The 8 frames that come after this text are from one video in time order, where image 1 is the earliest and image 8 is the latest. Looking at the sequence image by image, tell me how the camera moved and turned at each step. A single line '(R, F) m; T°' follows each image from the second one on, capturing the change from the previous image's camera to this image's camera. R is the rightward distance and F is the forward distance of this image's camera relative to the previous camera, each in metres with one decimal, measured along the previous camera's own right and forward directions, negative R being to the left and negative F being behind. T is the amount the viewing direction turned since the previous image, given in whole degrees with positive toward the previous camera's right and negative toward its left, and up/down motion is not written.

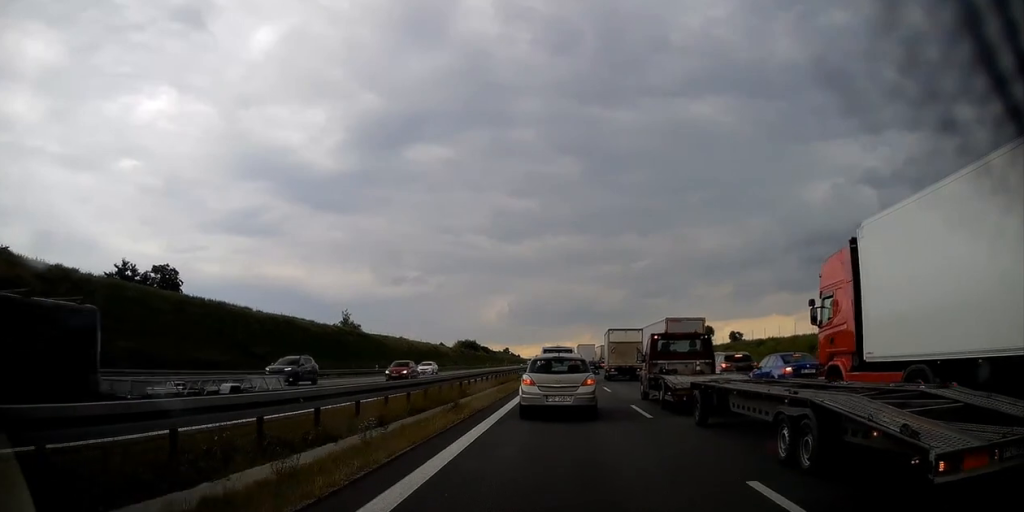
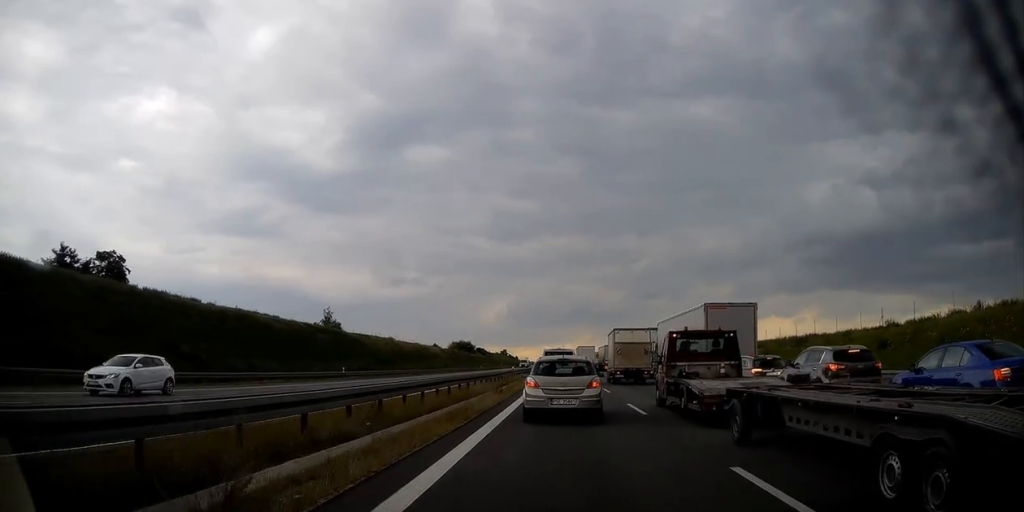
(0.0, +11.1) m; 0°
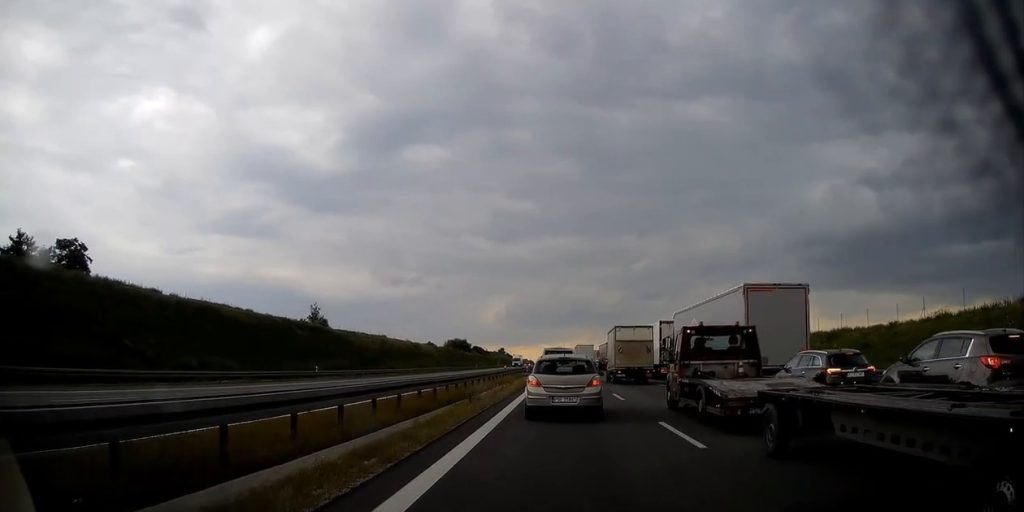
(0.0, +7.2) m; 0°
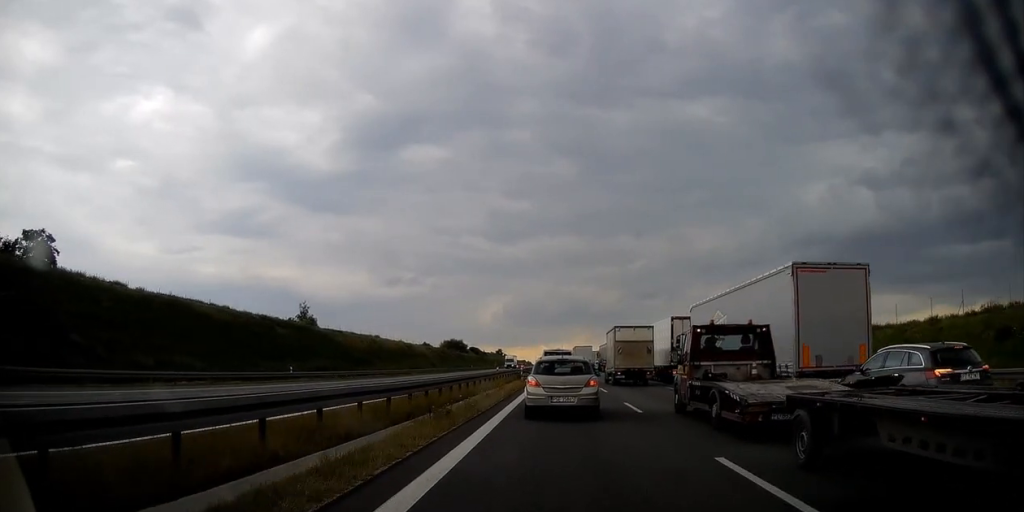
(0.0, +6.1) m; 0°
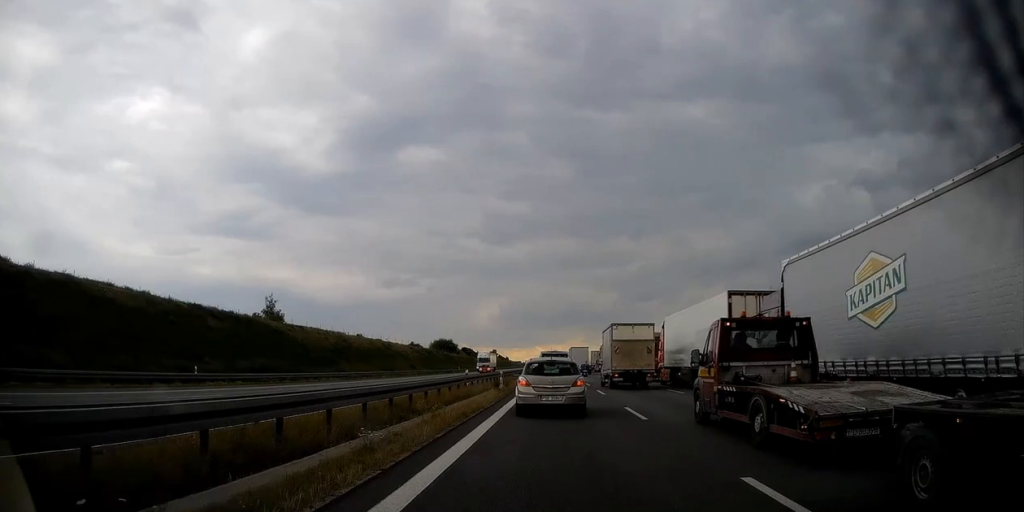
(0.0, +17.3) m; 0°
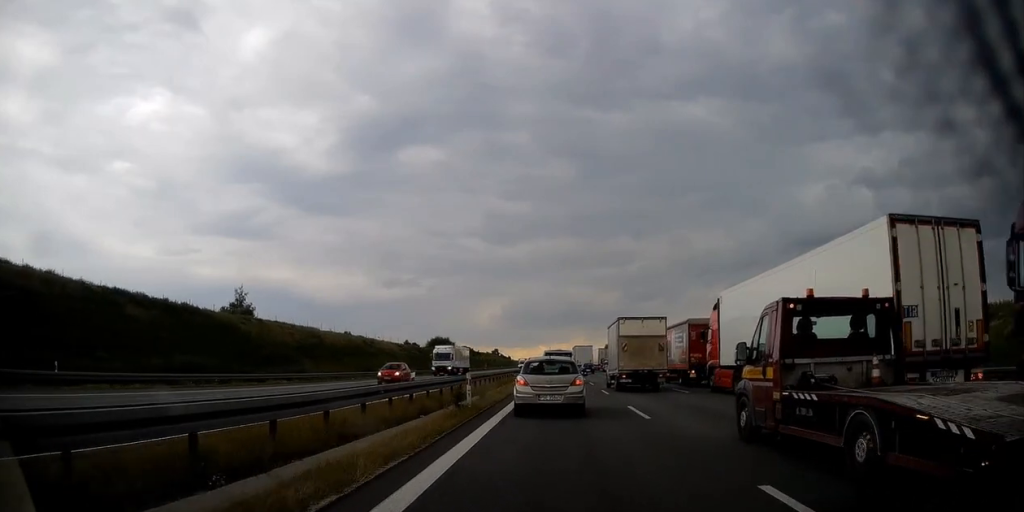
(-0.1, +13.5) m; +2°
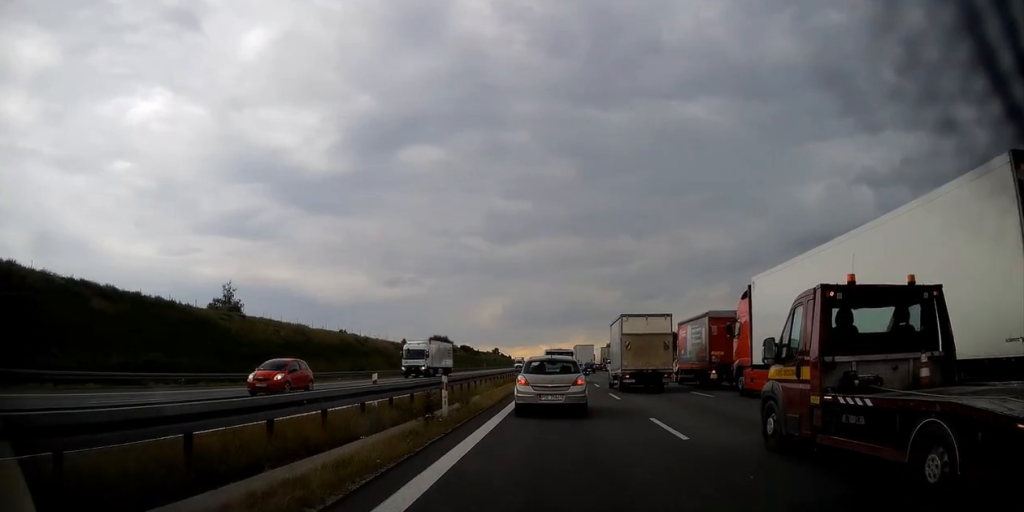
(+0.1, +4.2) m; +1°
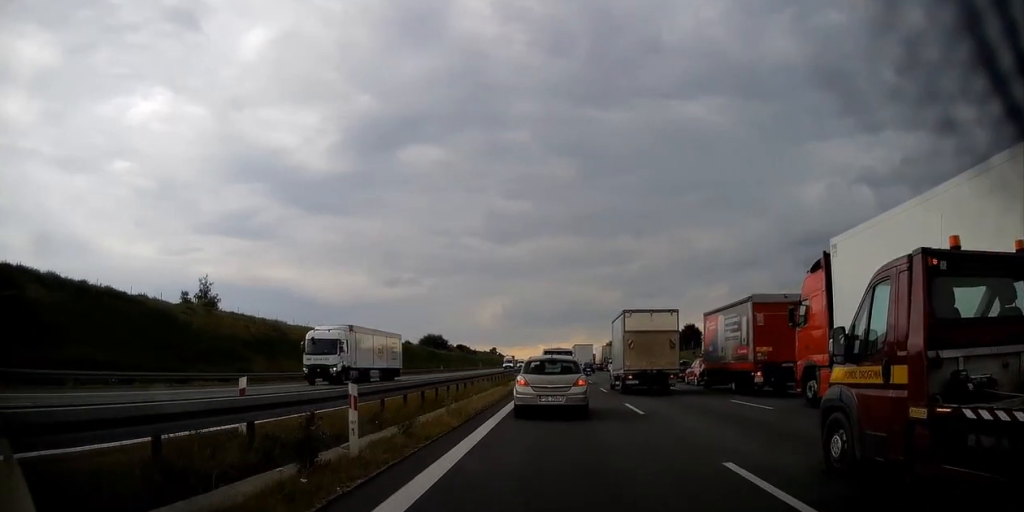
(+0.3, +6.5) m; 0°
